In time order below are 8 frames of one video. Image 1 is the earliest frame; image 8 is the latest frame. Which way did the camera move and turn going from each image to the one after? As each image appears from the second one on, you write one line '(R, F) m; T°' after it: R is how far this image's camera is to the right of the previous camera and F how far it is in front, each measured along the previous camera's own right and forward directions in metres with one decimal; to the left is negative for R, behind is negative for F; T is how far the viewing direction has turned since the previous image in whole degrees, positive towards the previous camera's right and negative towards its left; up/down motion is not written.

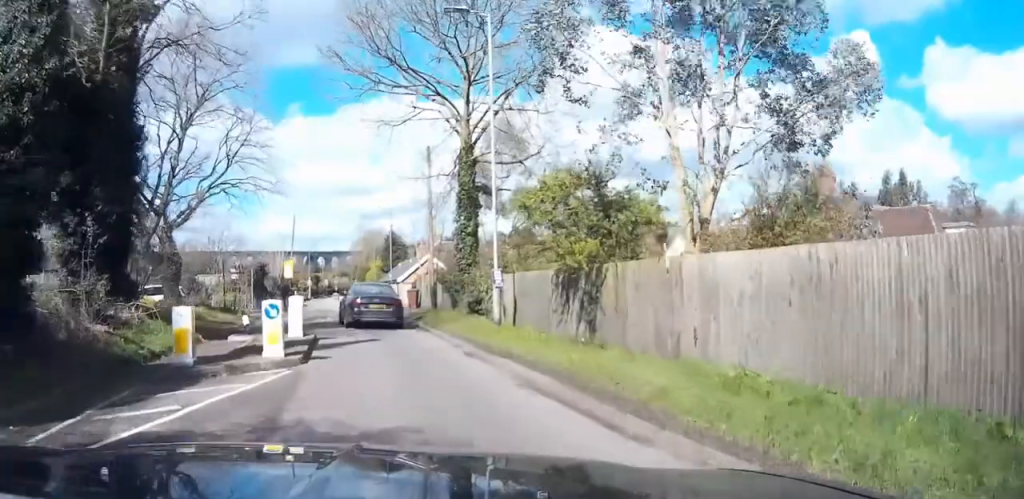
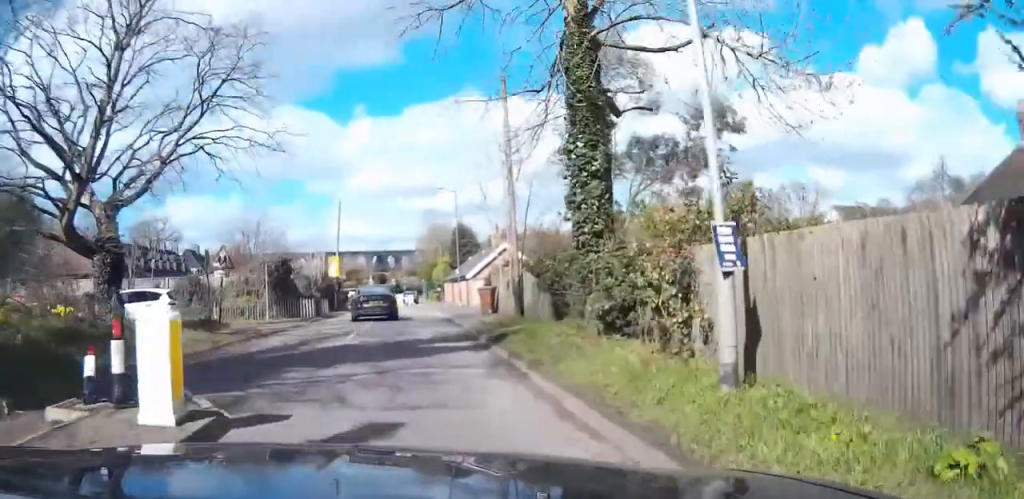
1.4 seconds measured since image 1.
(-0.8, +11.2) m; -8°
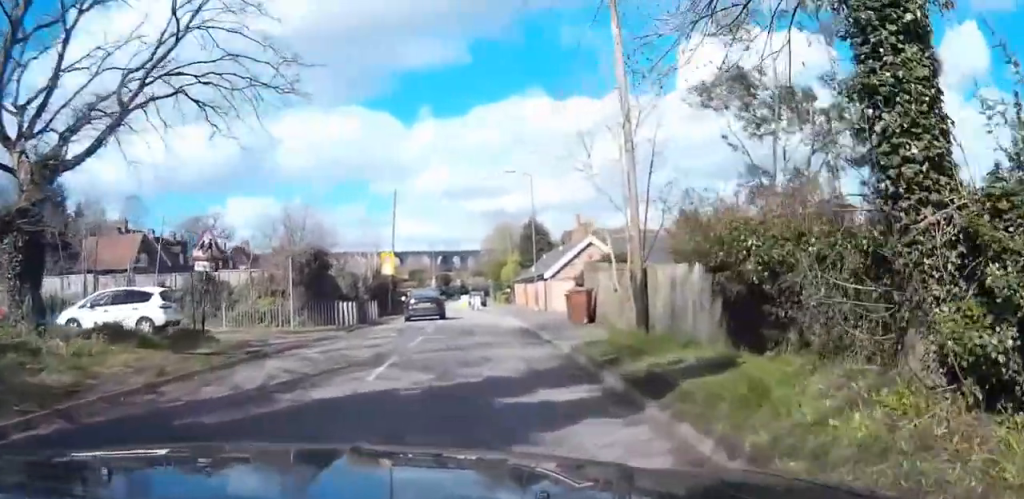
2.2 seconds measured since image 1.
(-0.3, +7.4) m; -4°
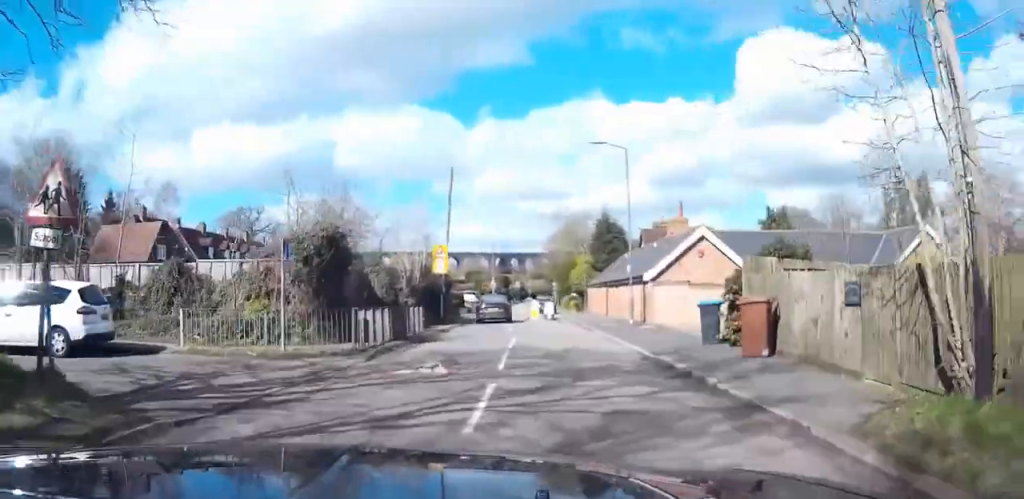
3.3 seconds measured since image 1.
(-0.2, +9.2) m; -1°
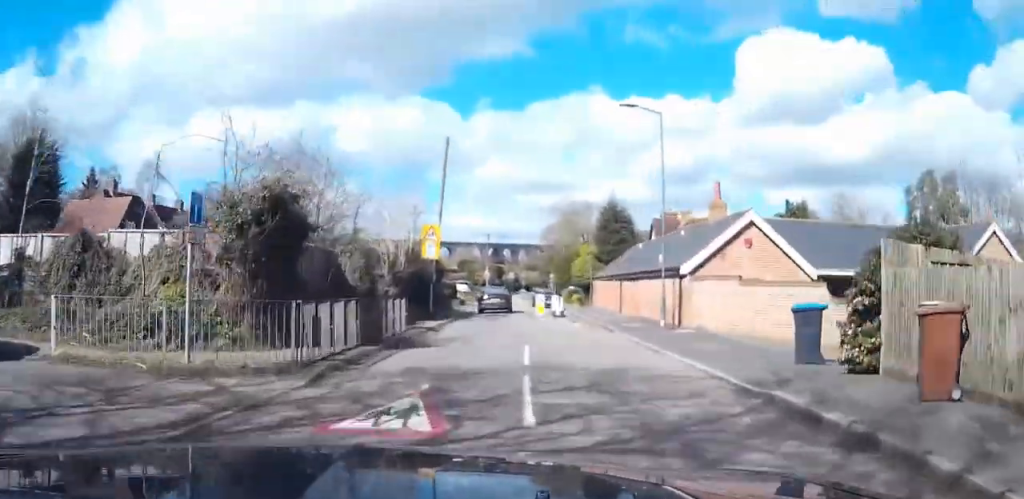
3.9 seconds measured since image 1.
(-0.1, +6.0) m; +1°
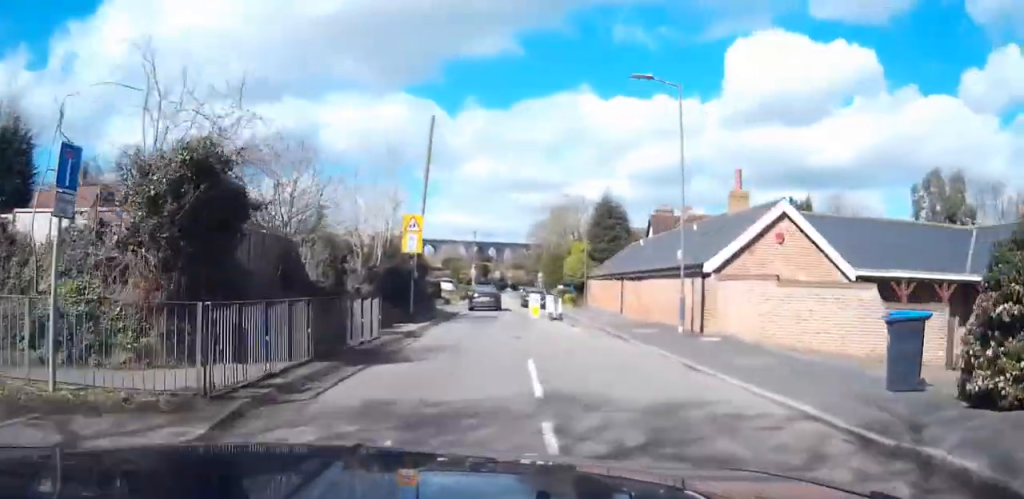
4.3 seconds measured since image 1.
(+0.1, +3.7) m; +1°
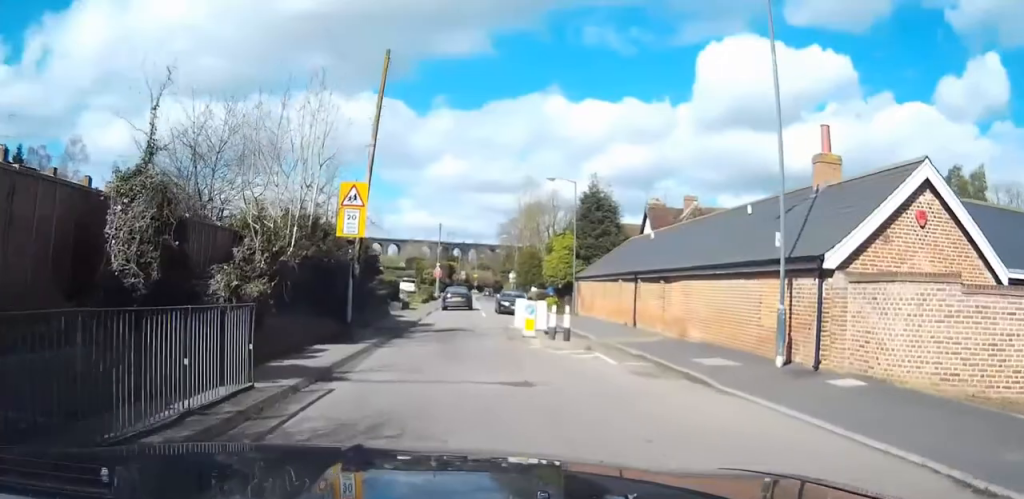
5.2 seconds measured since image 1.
(+0.1, +8.6) m; +1°
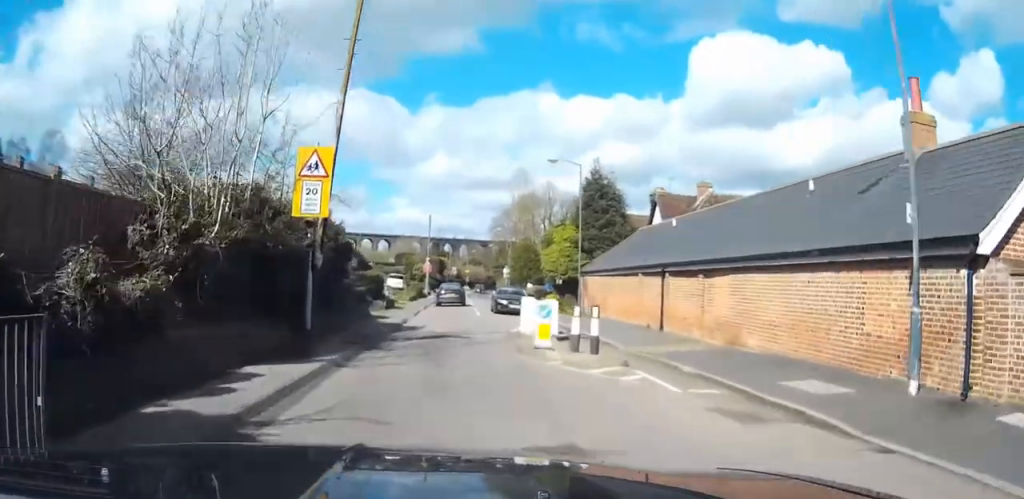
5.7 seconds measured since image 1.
(0.0, +4.6) m; -1°
